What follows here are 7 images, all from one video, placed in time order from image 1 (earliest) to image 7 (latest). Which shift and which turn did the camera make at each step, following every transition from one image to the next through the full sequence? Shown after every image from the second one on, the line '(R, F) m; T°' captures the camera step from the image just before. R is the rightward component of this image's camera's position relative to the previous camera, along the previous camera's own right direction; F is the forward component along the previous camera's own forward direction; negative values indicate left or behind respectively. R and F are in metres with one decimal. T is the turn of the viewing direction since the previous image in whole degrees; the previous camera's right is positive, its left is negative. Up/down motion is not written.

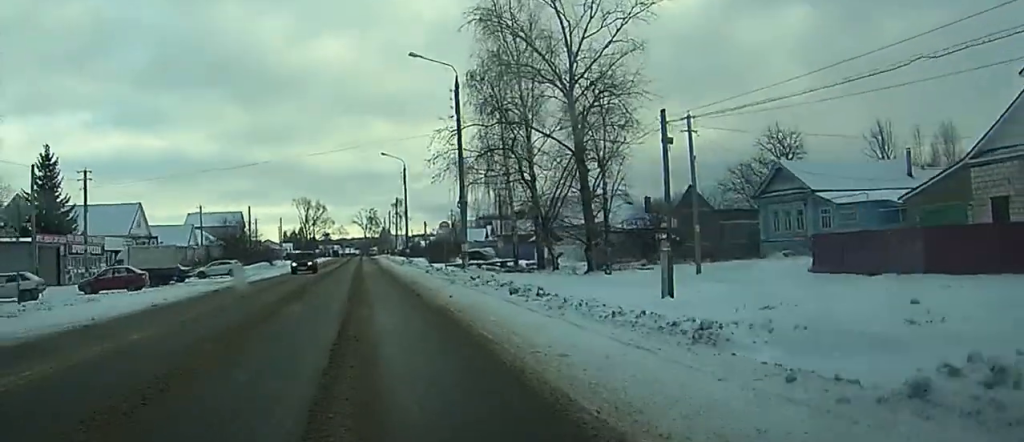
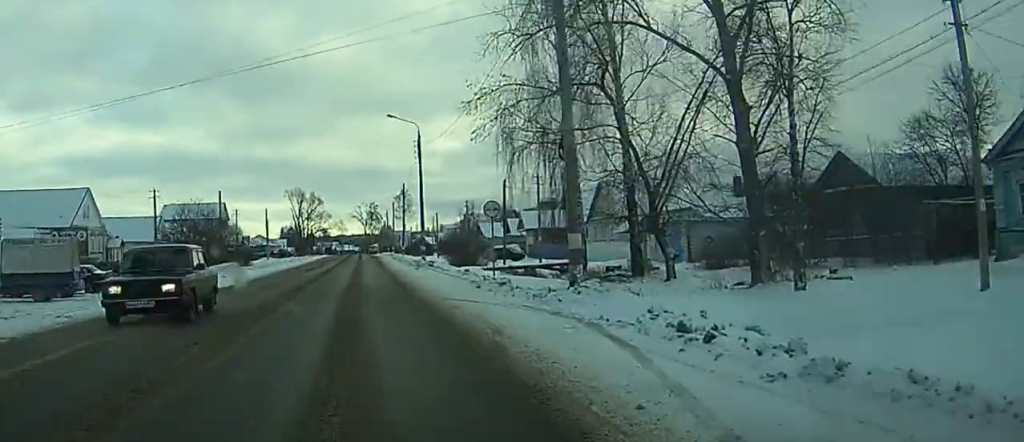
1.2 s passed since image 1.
(0.0, +20.9) m; 0°
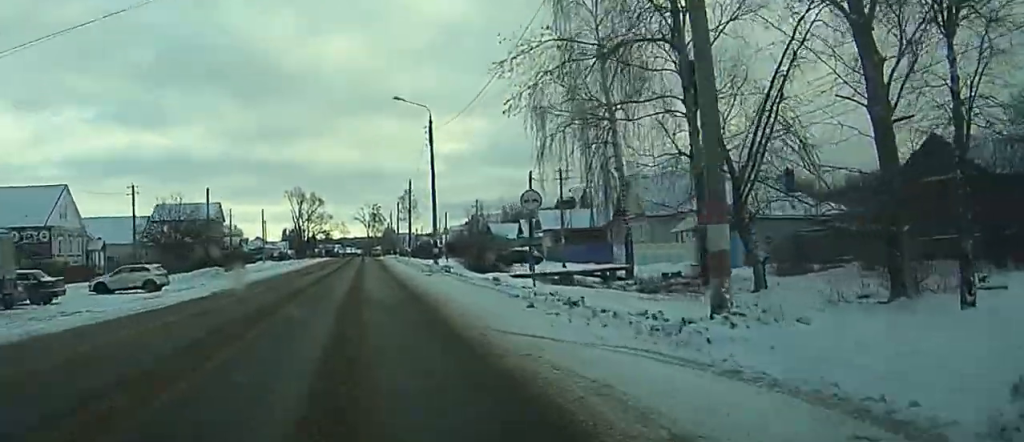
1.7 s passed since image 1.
(0.0, +7.8) m; 0°
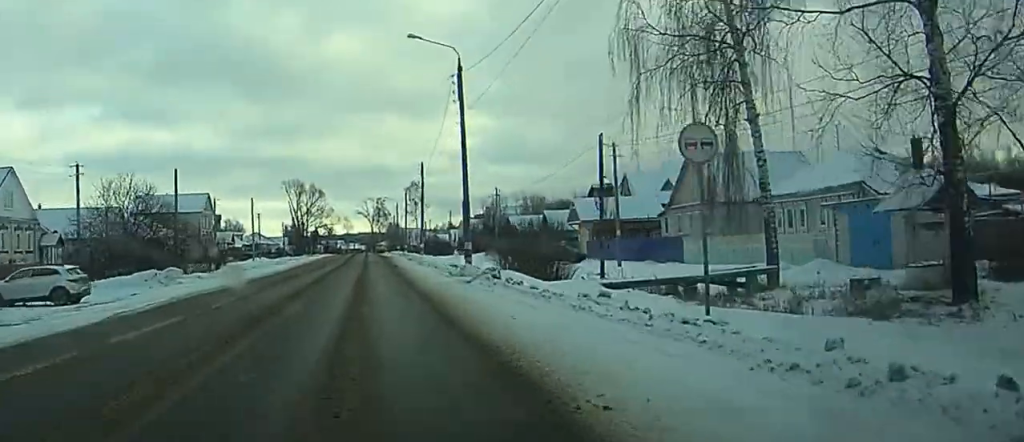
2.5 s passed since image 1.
(0.0, +13.9) m; 0°
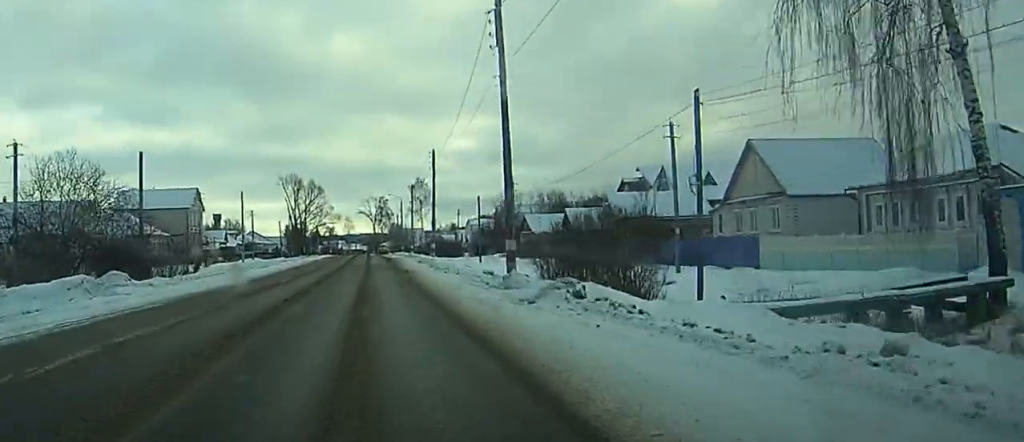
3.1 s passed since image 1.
(0.0, +9.9) m; 0°
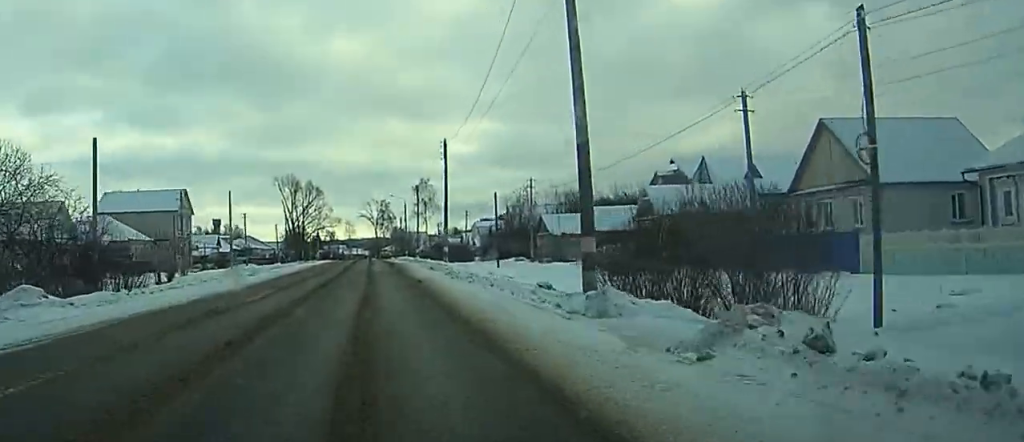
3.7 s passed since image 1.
(0.0, +8.8) m; 0°
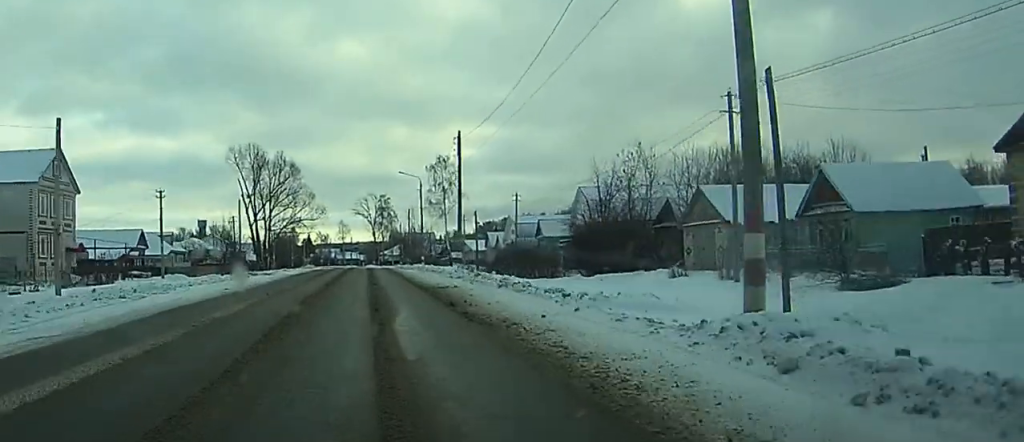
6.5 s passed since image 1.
(+0.1, +46.0) m; -1°
